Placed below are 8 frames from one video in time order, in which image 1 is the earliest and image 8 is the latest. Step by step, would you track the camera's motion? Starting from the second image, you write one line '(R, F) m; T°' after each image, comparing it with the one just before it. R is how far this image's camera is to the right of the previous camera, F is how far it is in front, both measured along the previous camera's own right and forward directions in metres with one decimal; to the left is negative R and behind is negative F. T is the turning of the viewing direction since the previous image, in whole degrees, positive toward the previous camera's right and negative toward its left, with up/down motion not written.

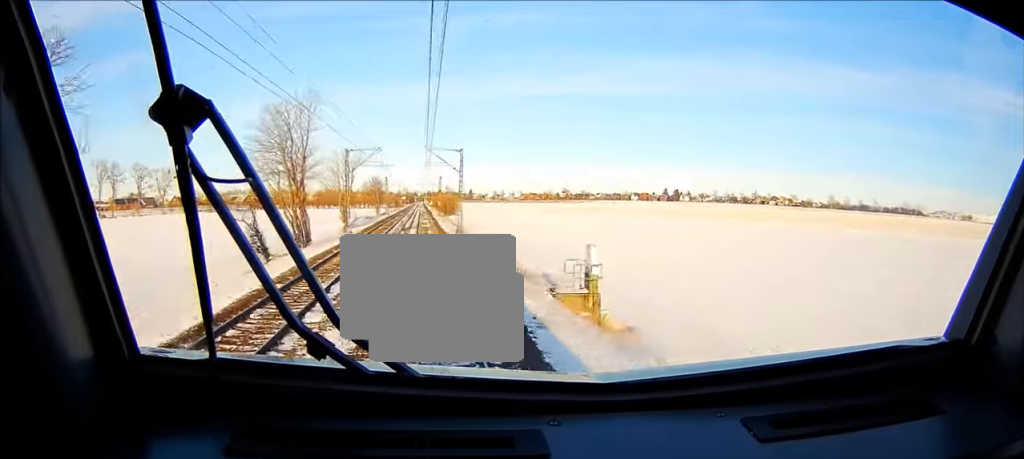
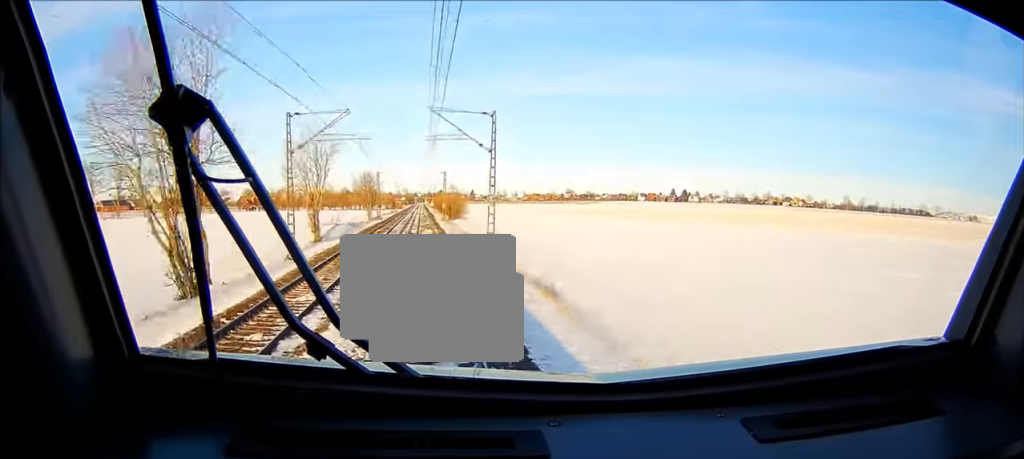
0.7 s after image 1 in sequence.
(0.0, +28.2) m; 0°
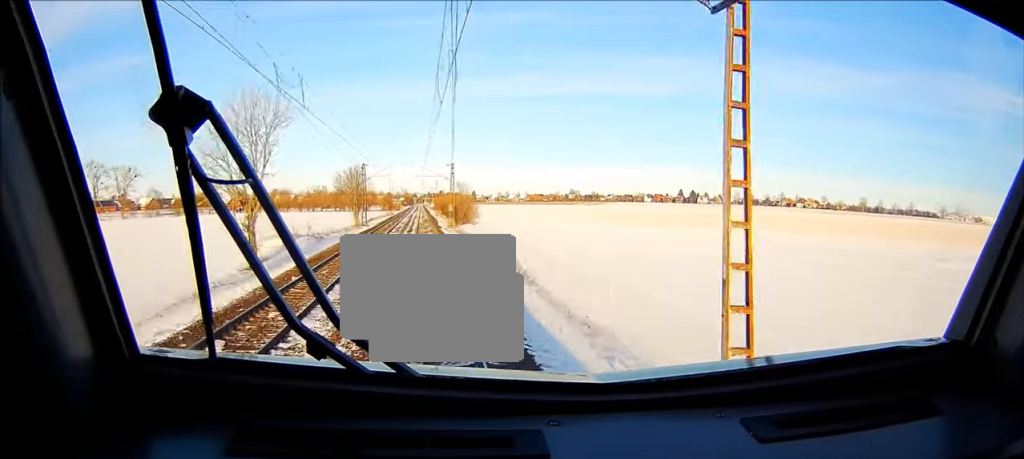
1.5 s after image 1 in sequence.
(0.0, +29.4) m; 0°
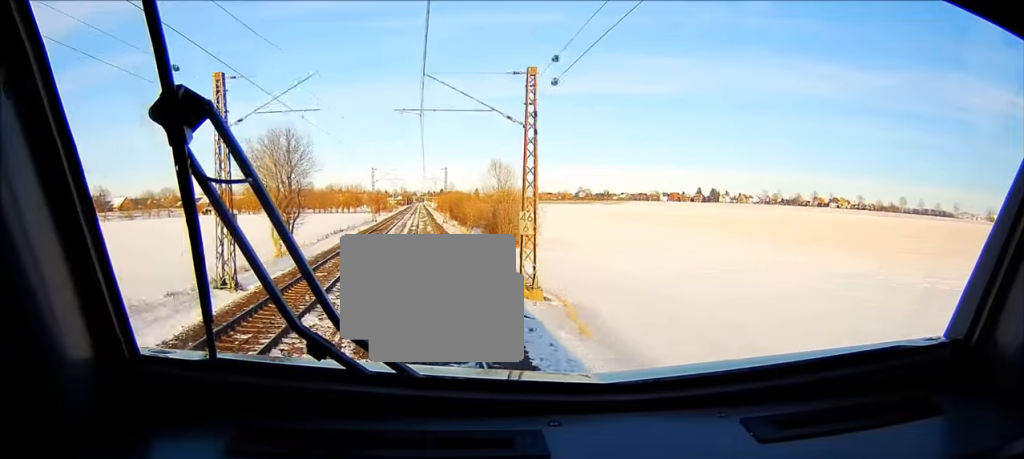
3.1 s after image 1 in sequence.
(0.0, +61.2) m; 0°
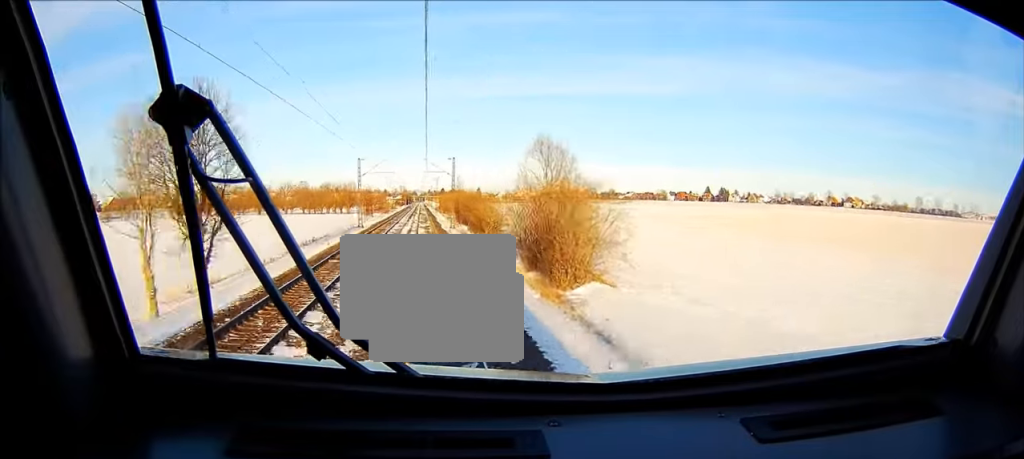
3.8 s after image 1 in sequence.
(0.0, +25.5) m; 0°
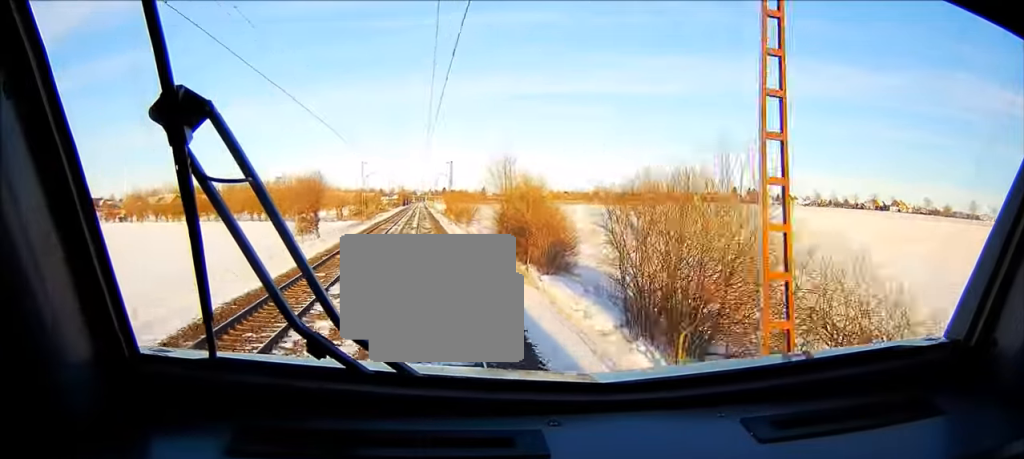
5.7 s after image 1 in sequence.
(+0.1, +72.3) m; 0°
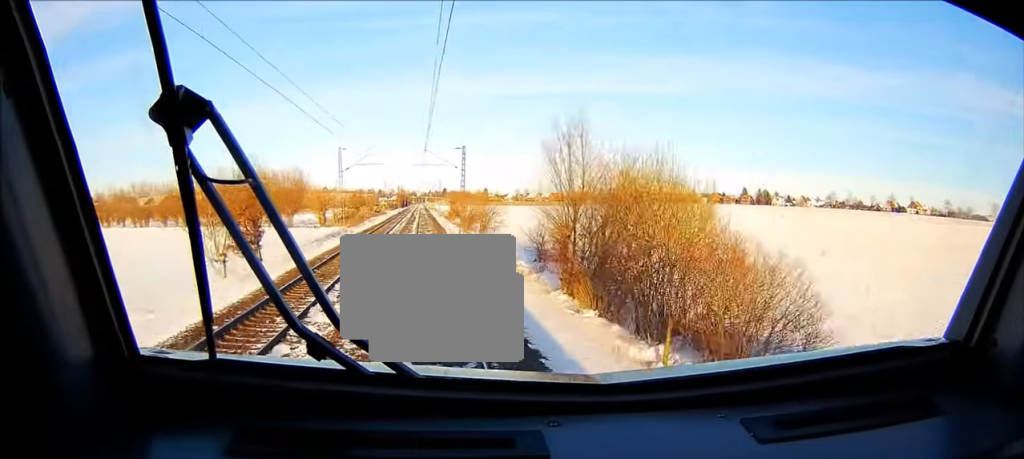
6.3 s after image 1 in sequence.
(0.0, +24.1) m; 0°
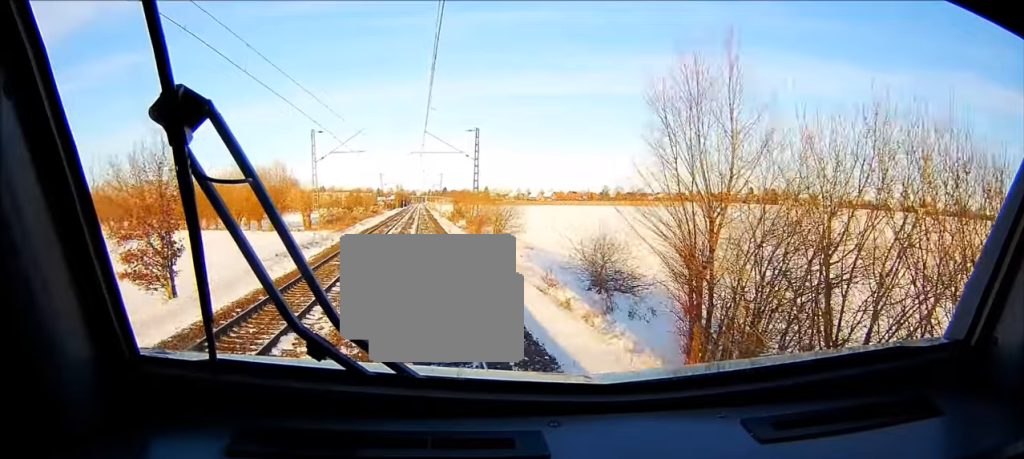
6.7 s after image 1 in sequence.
(0.0, +15.2) m; 0°
